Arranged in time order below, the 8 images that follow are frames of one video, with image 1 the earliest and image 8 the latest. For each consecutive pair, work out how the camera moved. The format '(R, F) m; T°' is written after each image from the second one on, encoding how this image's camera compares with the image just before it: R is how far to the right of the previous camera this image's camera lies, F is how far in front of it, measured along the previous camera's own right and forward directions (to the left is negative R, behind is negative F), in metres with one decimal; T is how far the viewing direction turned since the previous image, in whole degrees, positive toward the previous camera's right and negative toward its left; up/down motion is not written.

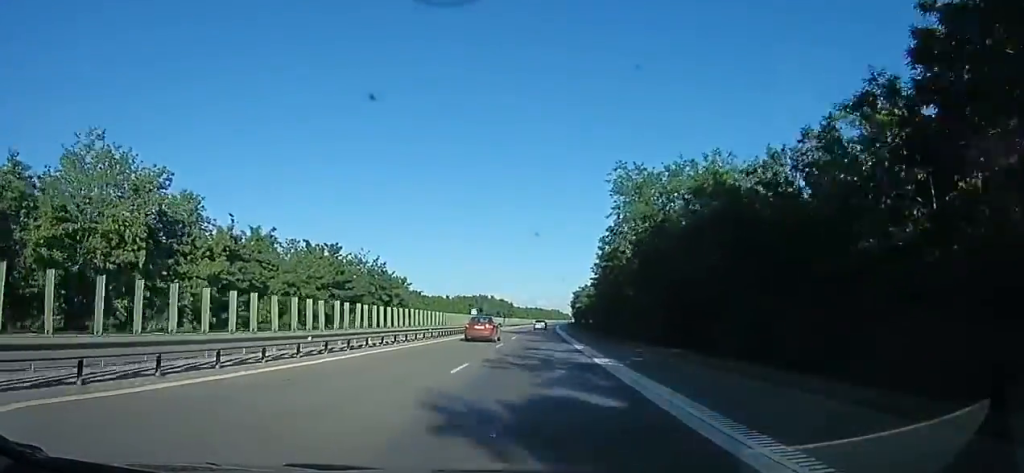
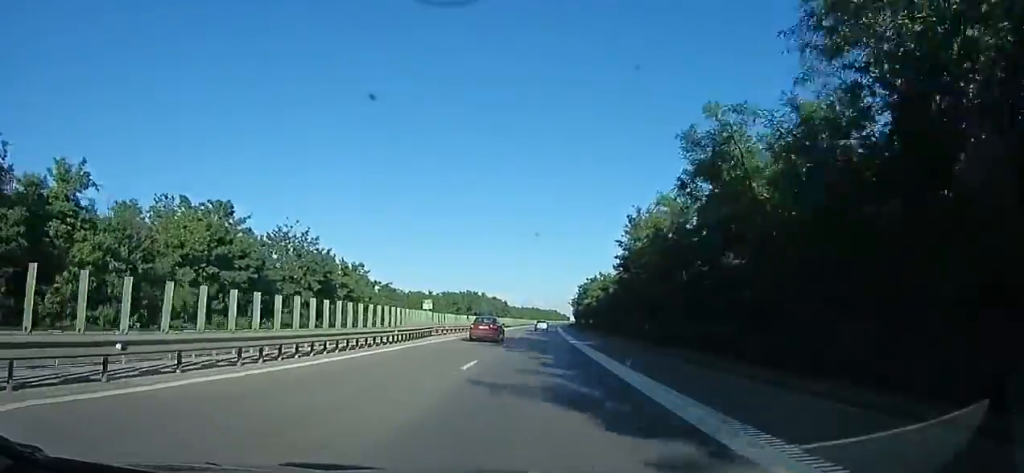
(+0.1, +23.5) m; 0°
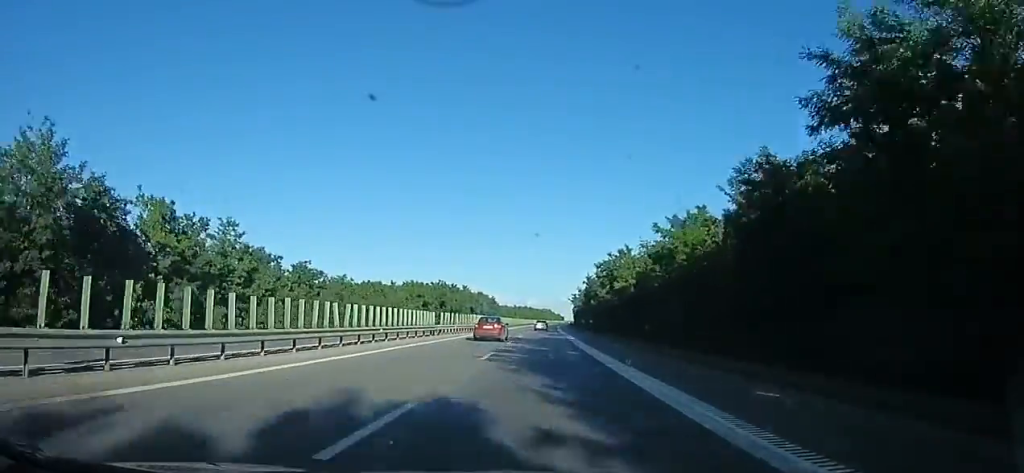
(+0.3, +32.4) m; 0°
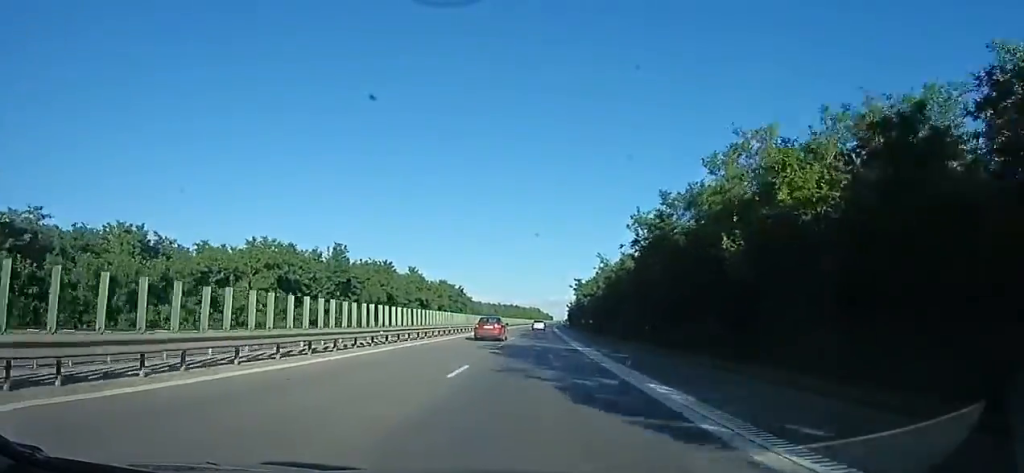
(-0.8, +53.1) m; -1°
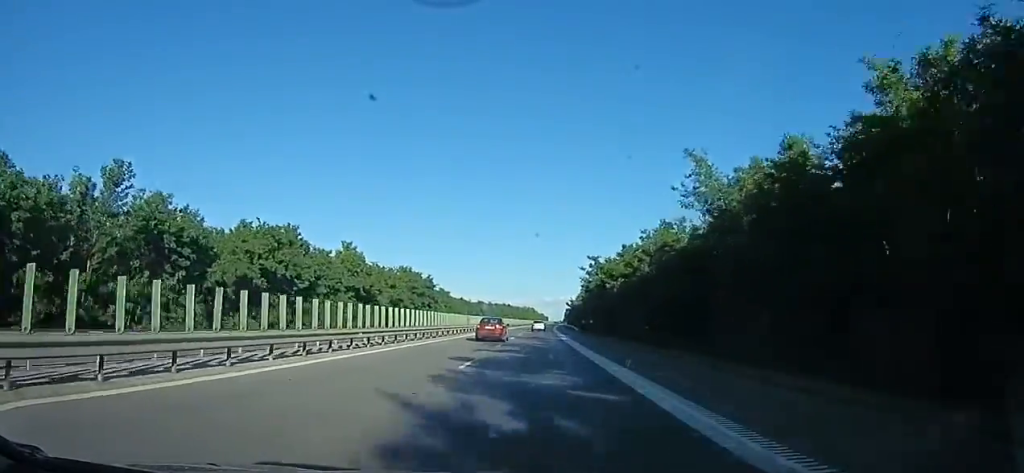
(0.0, +34.1) m; +2°
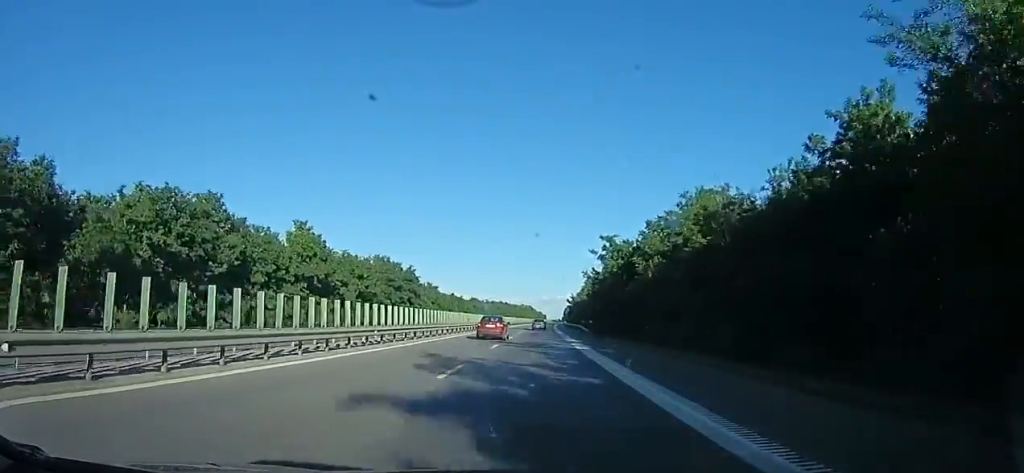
(+0.1, +14.2) m; +1°
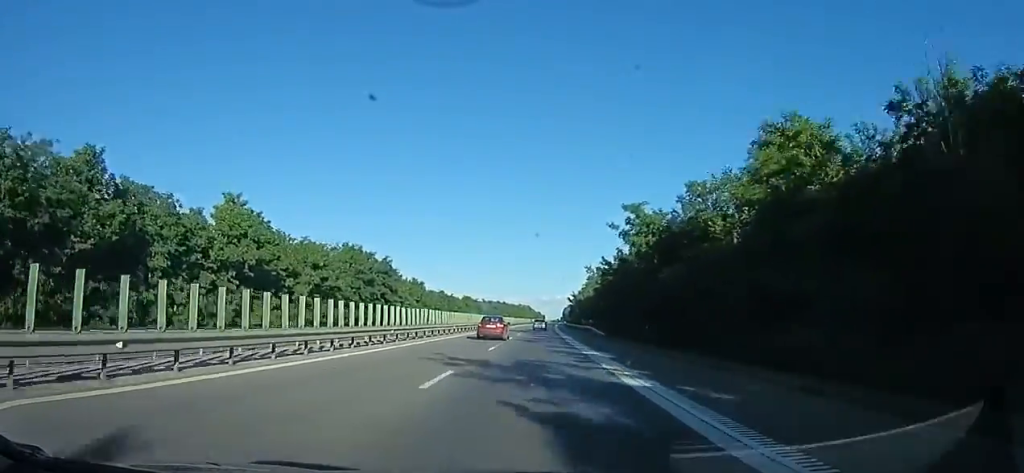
(+0.8, +13.7) m; 0°
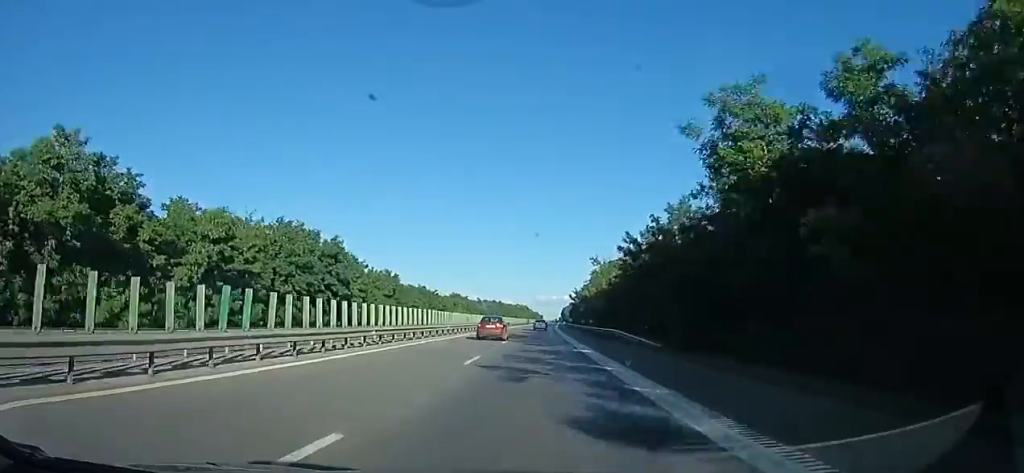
(+0.5, +18.8) m; 0°
